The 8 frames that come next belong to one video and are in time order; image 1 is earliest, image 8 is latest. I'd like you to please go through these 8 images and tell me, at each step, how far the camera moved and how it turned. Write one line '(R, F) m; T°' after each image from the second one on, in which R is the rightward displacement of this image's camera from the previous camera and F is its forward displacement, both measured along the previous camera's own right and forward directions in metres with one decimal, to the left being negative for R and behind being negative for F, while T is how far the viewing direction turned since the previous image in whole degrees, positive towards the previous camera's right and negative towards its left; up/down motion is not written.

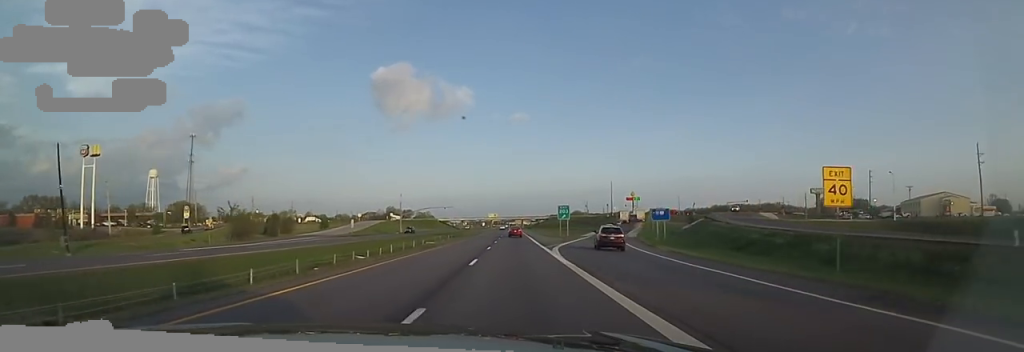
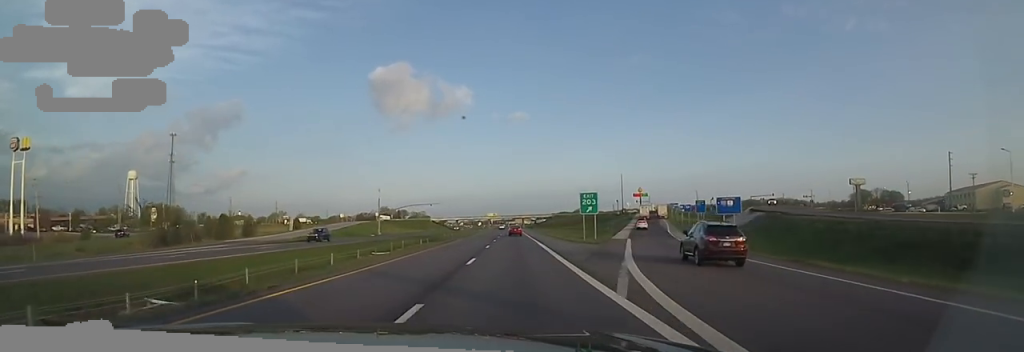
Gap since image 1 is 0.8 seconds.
(-0.3, +24.3) m; 0°
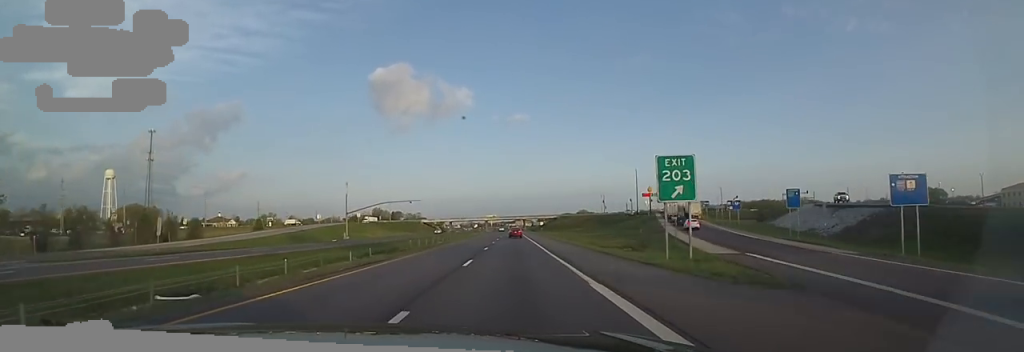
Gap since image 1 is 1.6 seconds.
(-0.1, +25.6) m; 0°
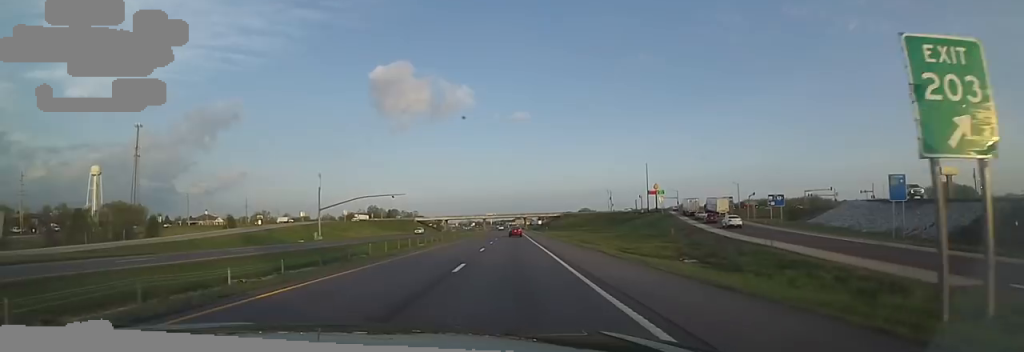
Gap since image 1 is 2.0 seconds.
(+0.3, +15.1) m; 0°
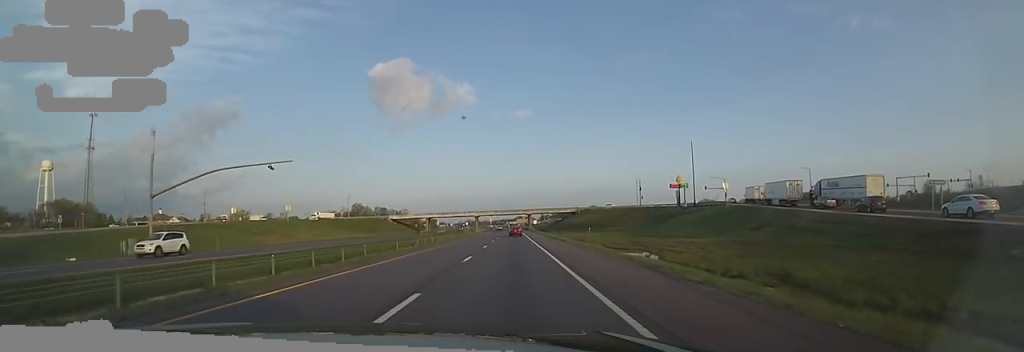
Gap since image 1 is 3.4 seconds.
(-0.7, +45.2) m; -2°
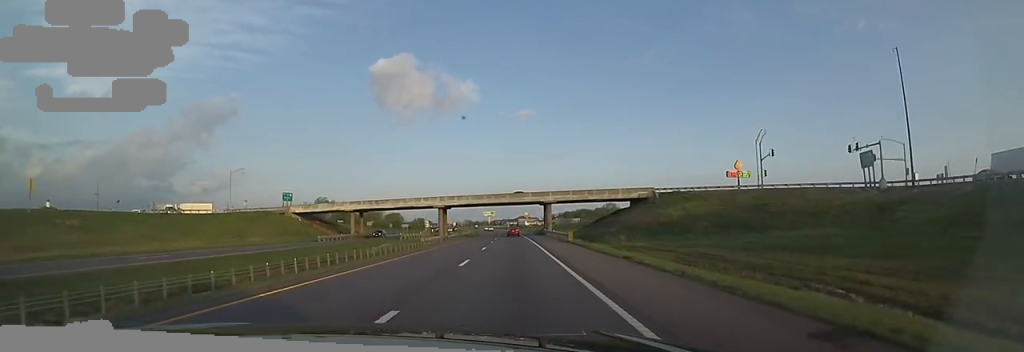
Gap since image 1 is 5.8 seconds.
(+2.0, +75.4) m; +2°
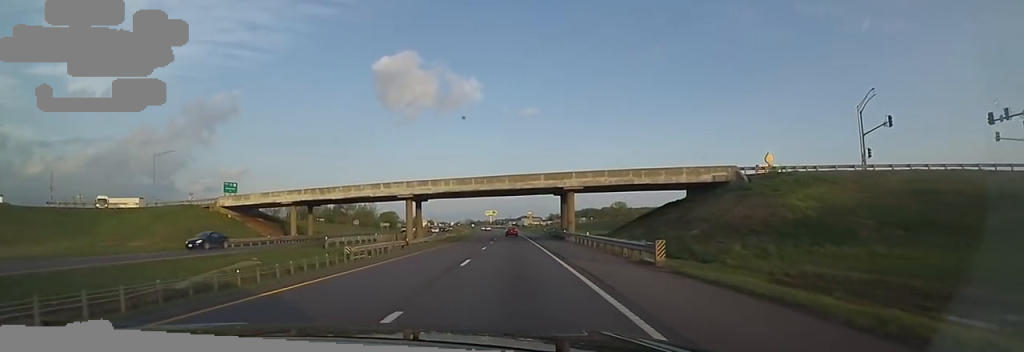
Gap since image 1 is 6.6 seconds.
(-0.3, +24.0) m; -1°
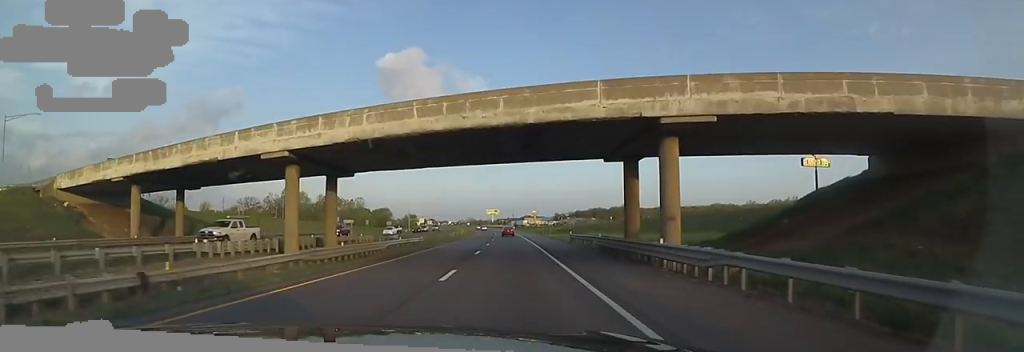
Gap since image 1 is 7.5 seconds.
(+0.1, +28.3) m; -1°
